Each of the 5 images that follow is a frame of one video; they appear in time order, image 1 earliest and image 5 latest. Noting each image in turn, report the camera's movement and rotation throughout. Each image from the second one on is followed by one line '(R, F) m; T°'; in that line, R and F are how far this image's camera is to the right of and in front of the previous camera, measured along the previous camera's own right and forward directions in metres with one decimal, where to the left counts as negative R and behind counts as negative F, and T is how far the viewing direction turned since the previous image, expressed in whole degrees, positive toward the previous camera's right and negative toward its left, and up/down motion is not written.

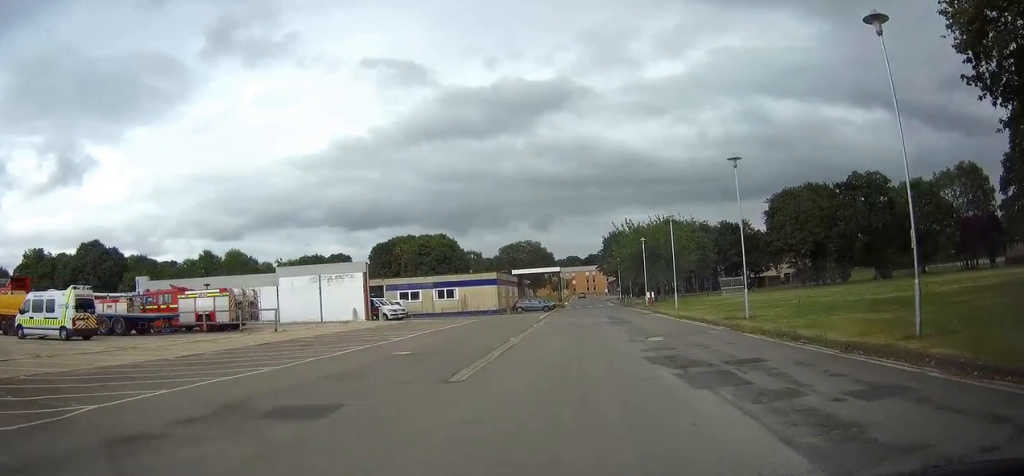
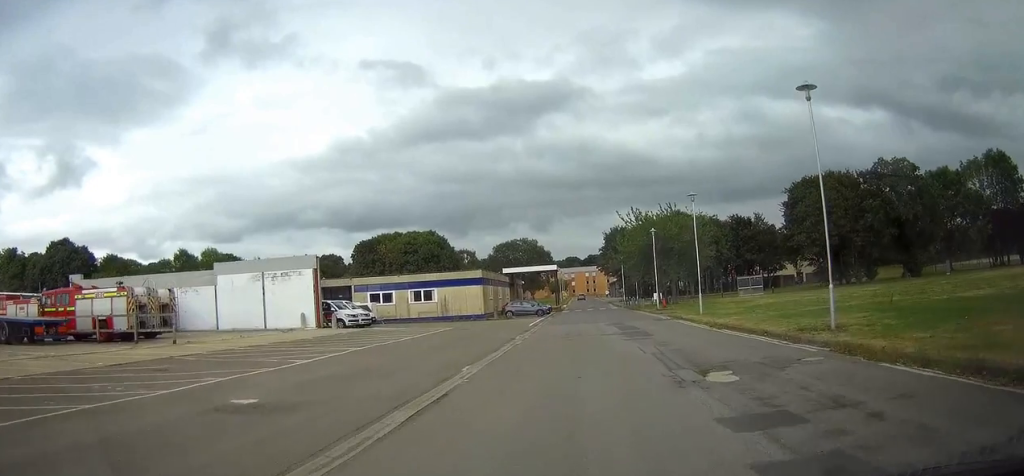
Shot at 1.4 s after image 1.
(+0.1, +9.8) m; +1°
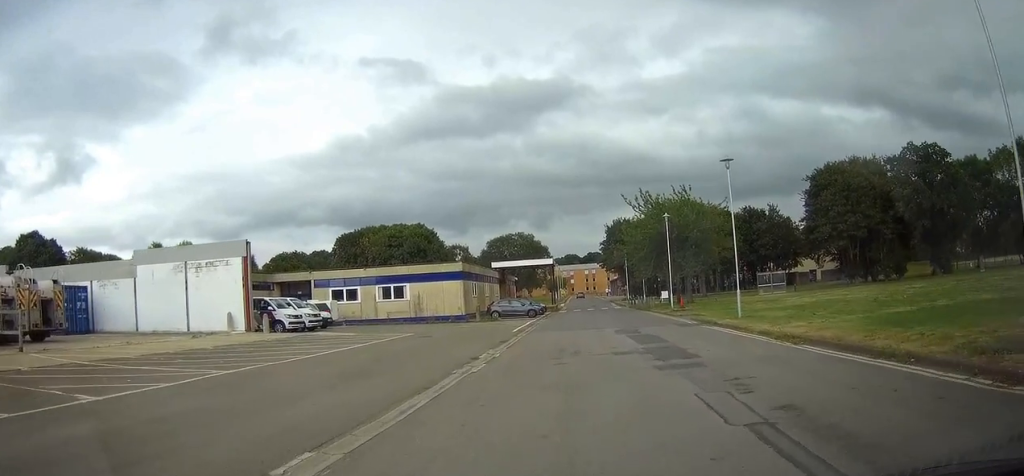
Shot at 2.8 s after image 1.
(0.0, +9.4) m; 0°
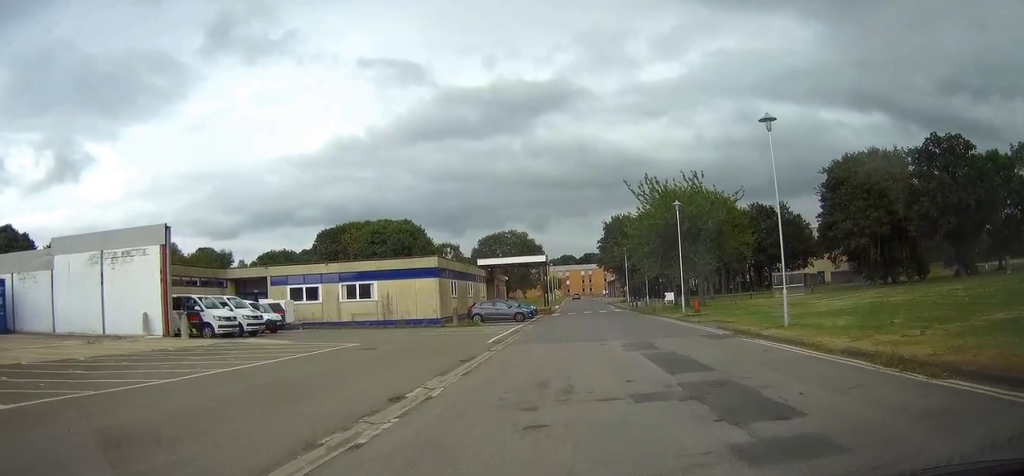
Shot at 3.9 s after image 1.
(0.0, +7.1) m; 0°
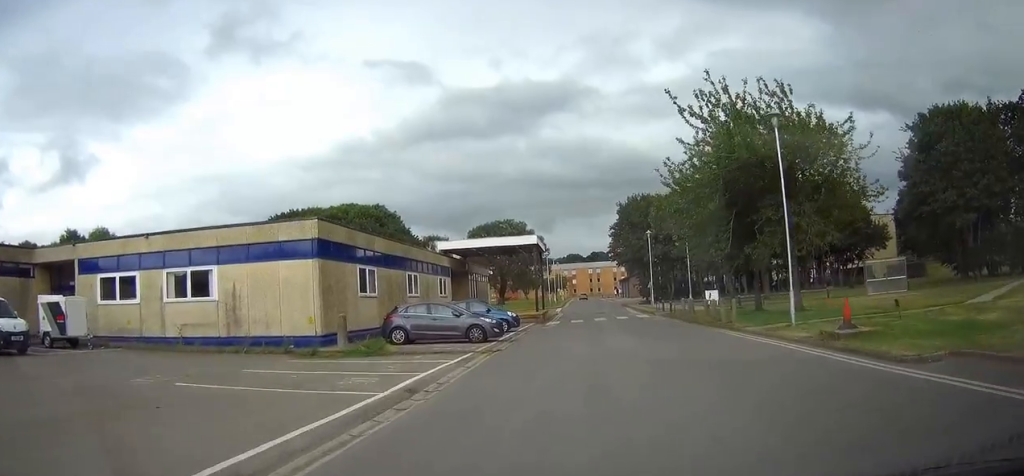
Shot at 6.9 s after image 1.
(+0.1, +20.1) m; -3°
